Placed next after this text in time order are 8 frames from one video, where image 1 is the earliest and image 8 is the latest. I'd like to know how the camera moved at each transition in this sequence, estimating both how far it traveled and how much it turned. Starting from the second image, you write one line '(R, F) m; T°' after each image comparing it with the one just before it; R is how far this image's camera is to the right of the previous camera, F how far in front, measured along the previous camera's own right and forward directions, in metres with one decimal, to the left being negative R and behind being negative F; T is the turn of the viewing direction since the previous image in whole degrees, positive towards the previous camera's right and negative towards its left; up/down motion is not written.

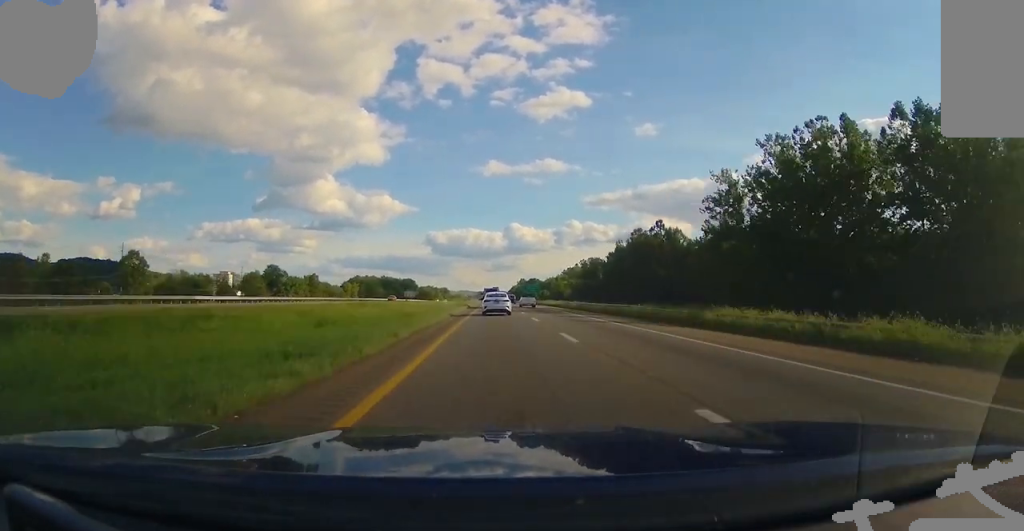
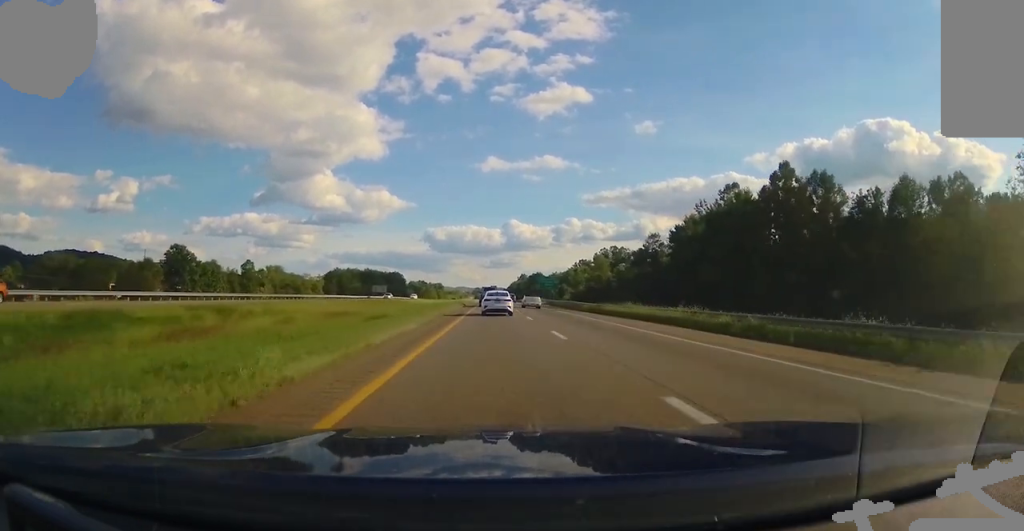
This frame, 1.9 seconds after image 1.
(+0.5, +60.4) m; 0°
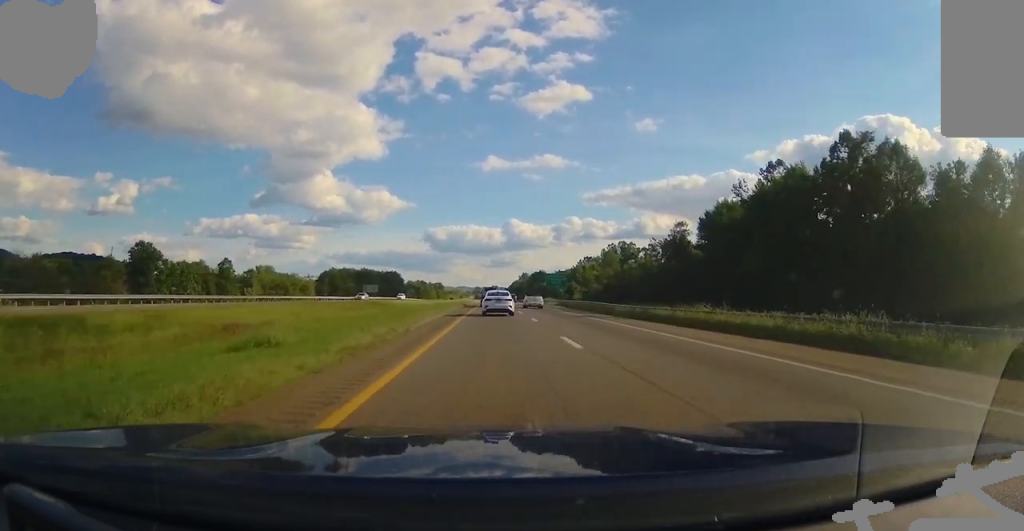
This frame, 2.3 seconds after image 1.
(-0.2, +15.0) m; 0°
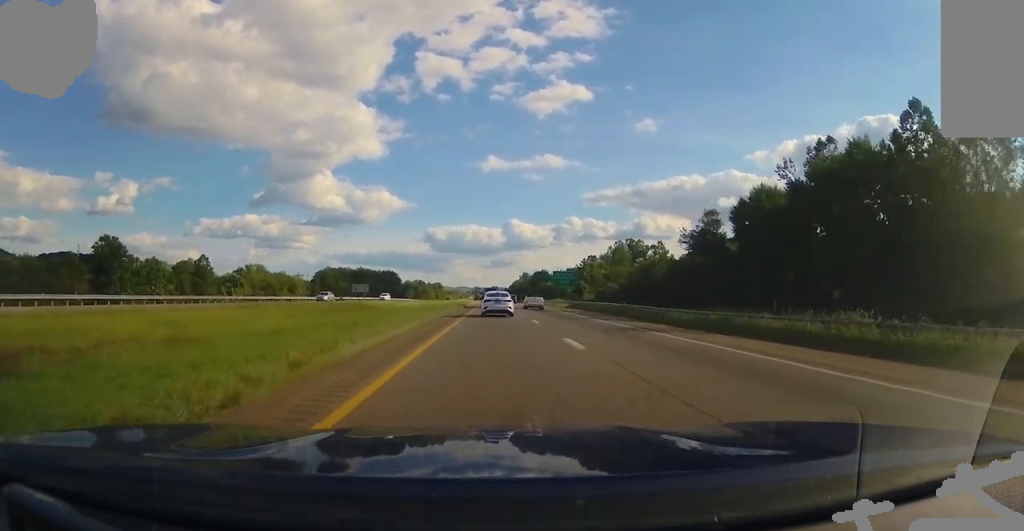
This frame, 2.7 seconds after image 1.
(-0.1, +12.8) m; 0°
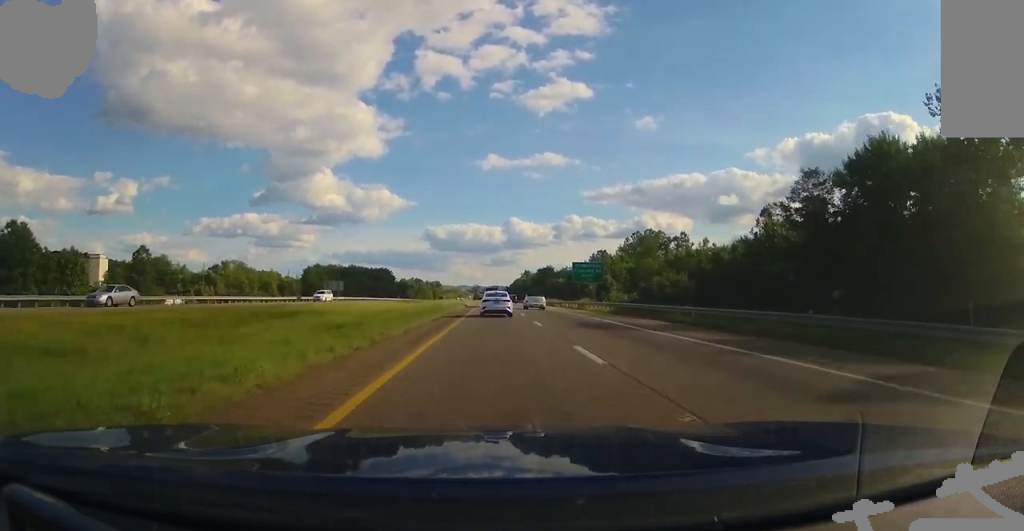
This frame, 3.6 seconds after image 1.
(0.0, +26.8) m; +1°
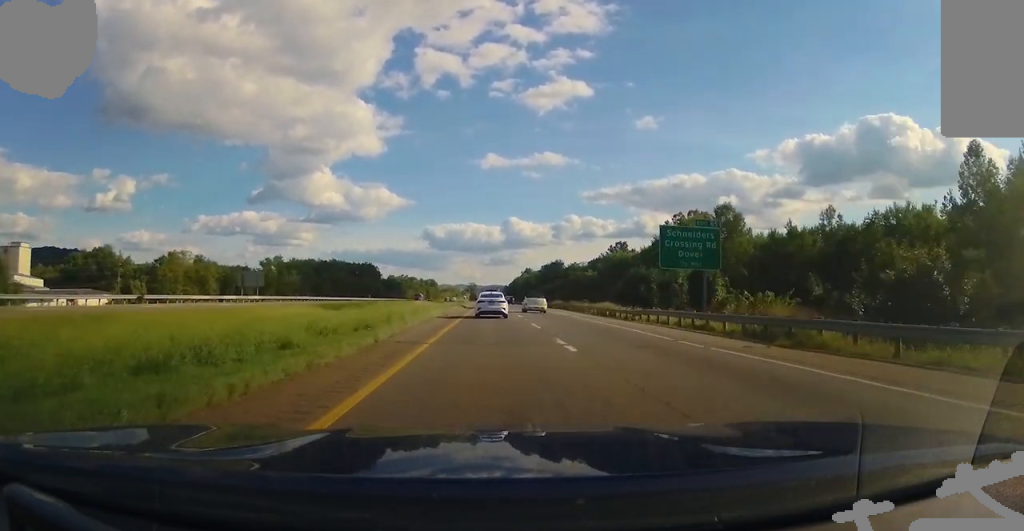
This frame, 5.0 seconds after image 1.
(+0.6, +45.0) m; +1°
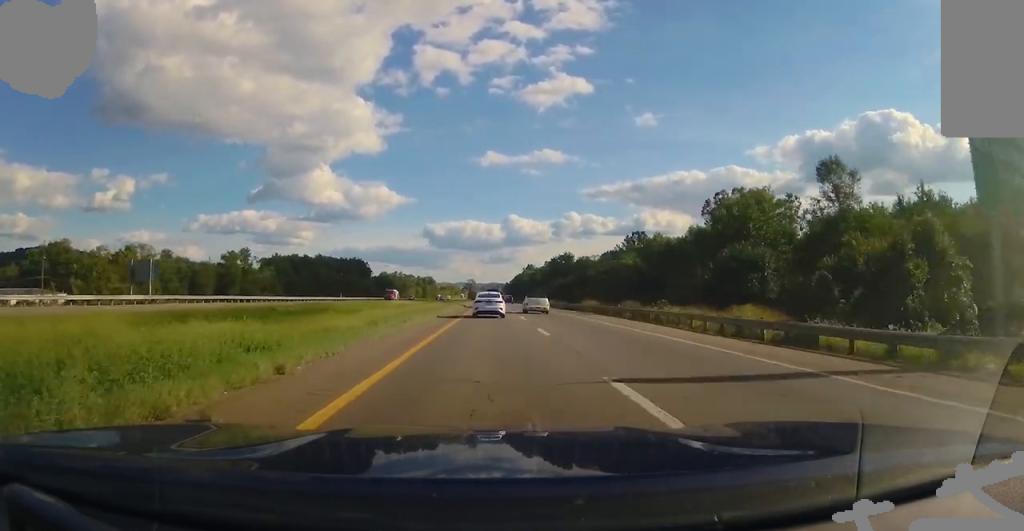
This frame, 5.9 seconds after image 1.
(0.0, +28.9) m; 0°
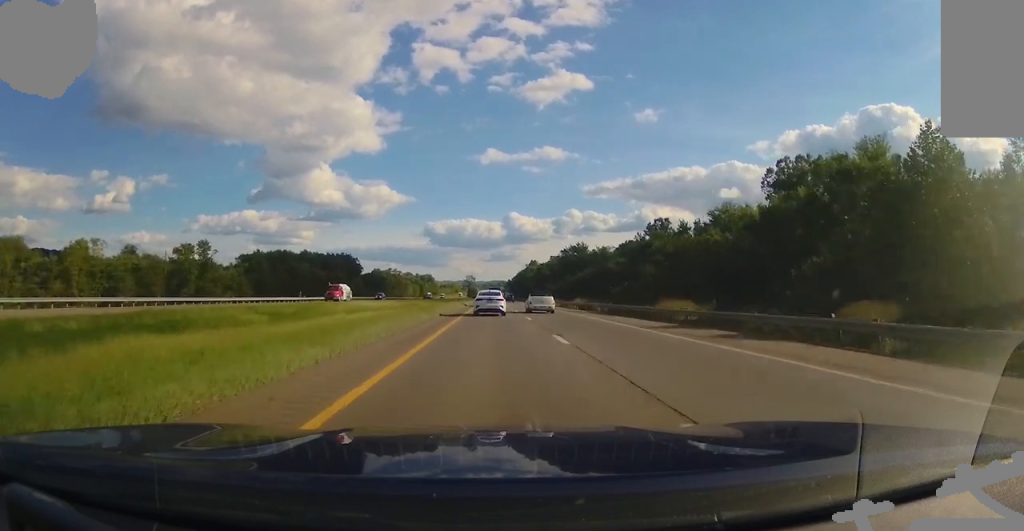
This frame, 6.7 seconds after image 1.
(-0.2, +27.9) m; 0°
